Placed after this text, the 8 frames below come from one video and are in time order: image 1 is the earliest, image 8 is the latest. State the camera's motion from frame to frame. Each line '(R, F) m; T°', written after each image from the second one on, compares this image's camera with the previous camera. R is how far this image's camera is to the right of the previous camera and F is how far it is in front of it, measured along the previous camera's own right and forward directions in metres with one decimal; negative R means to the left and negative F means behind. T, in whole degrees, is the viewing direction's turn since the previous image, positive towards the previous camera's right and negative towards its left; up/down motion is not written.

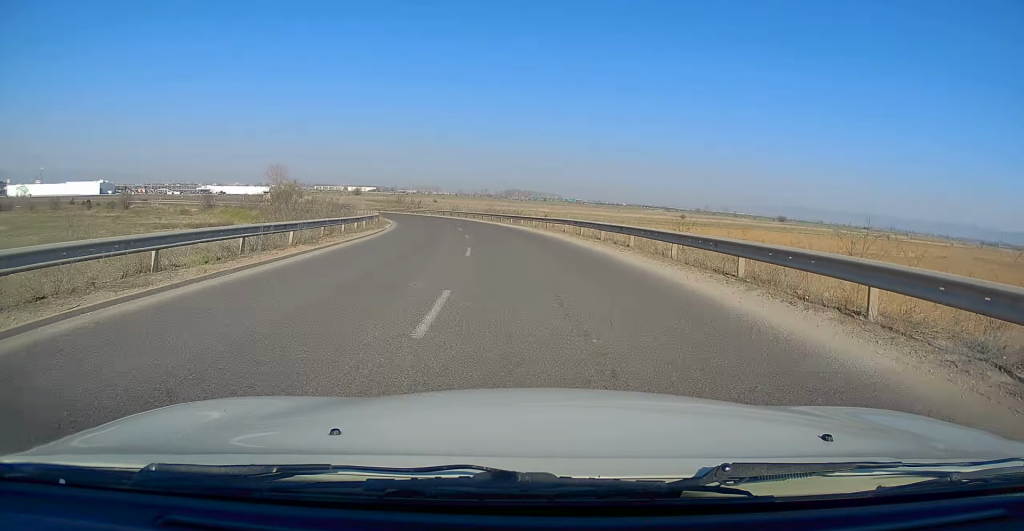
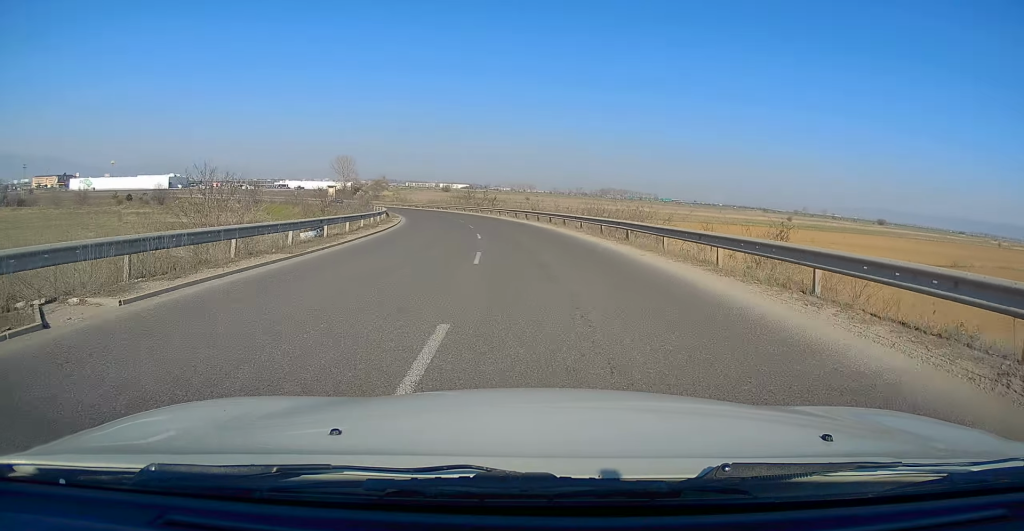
(-1.9, +29.6) m; -7°
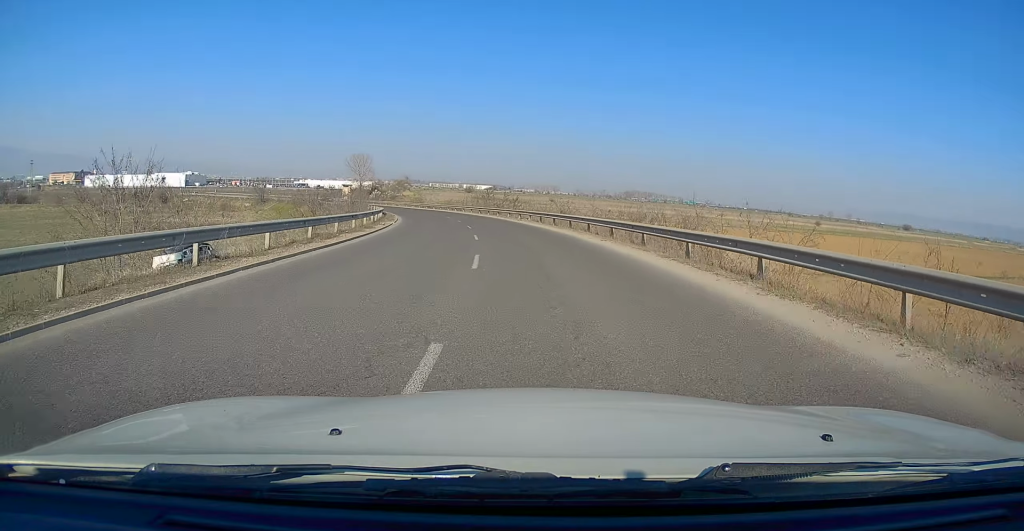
(0.0, +9.9) m; -2°
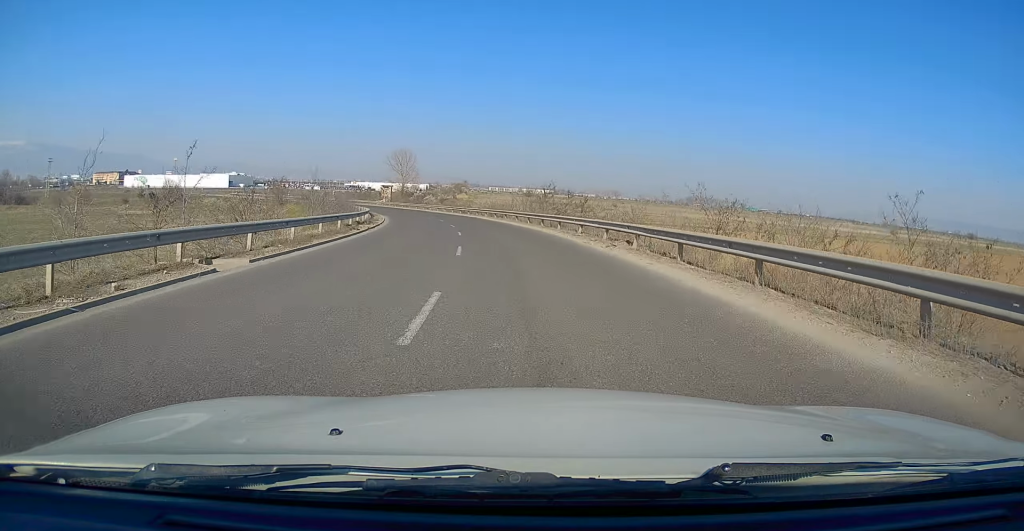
(-1.5, +24.5) m; -6°
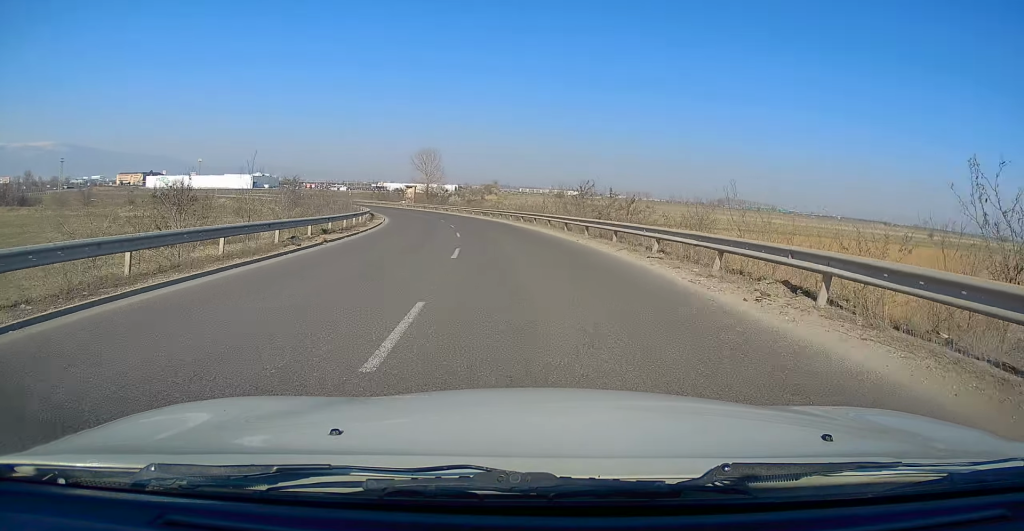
(-0.1, +9.9) m; -3°
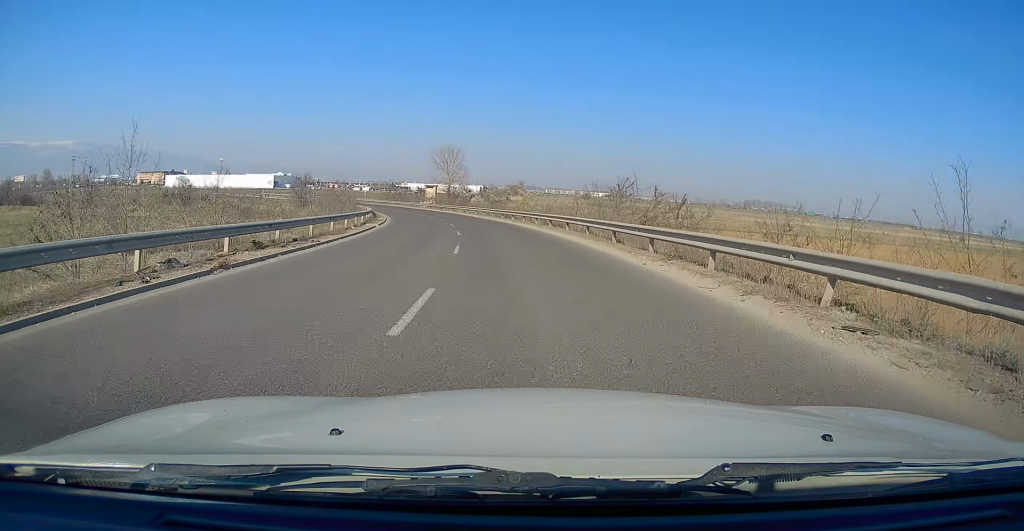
(-0.2, +7.9) m; -2°
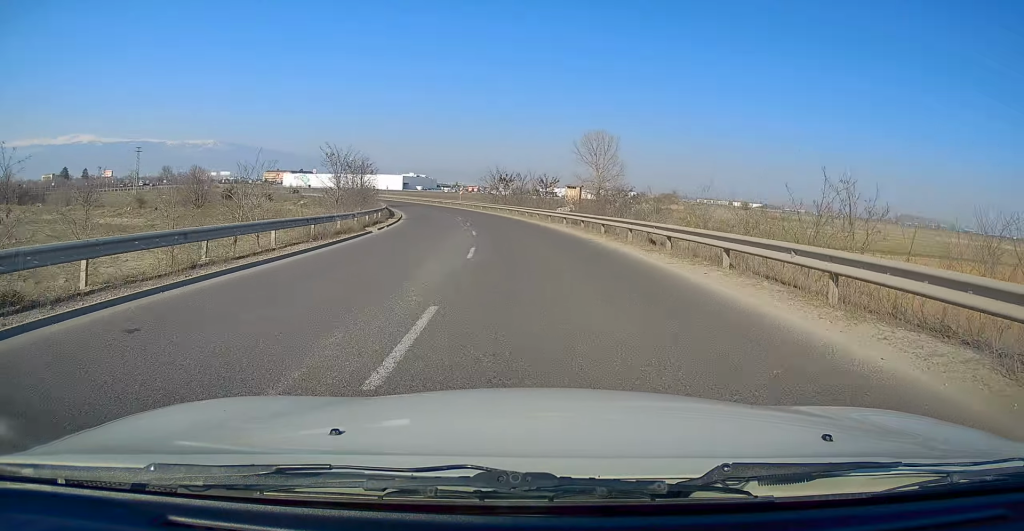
(-5.1, +46.4) m; -12°
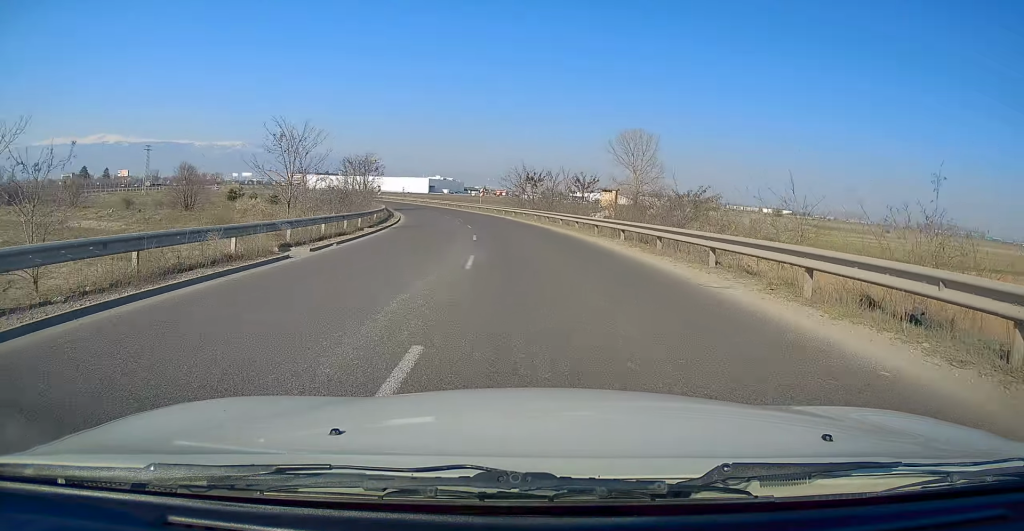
(-0.1, +10.9) m; -3°
